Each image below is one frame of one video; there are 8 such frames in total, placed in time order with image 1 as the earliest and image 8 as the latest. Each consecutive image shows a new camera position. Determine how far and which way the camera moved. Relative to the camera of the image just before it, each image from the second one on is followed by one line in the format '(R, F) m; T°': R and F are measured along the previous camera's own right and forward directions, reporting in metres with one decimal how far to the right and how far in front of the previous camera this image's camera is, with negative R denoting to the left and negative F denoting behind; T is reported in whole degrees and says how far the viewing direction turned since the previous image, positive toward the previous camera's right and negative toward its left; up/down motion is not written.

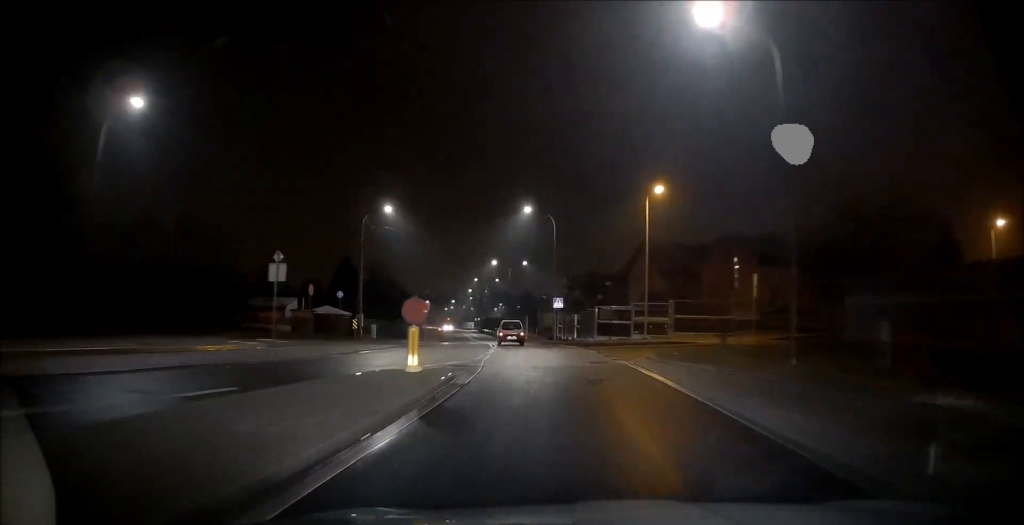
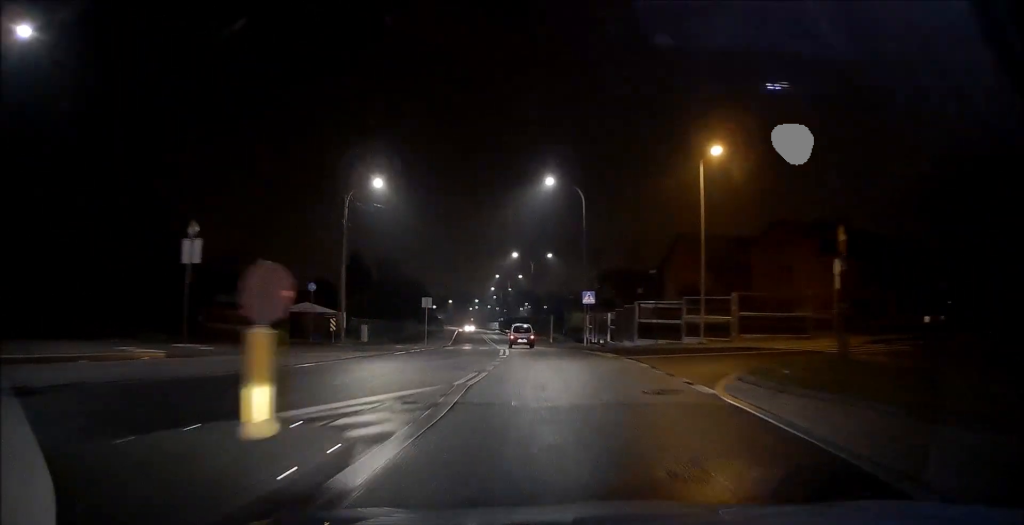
(+0.1, +8.4) m; -1°
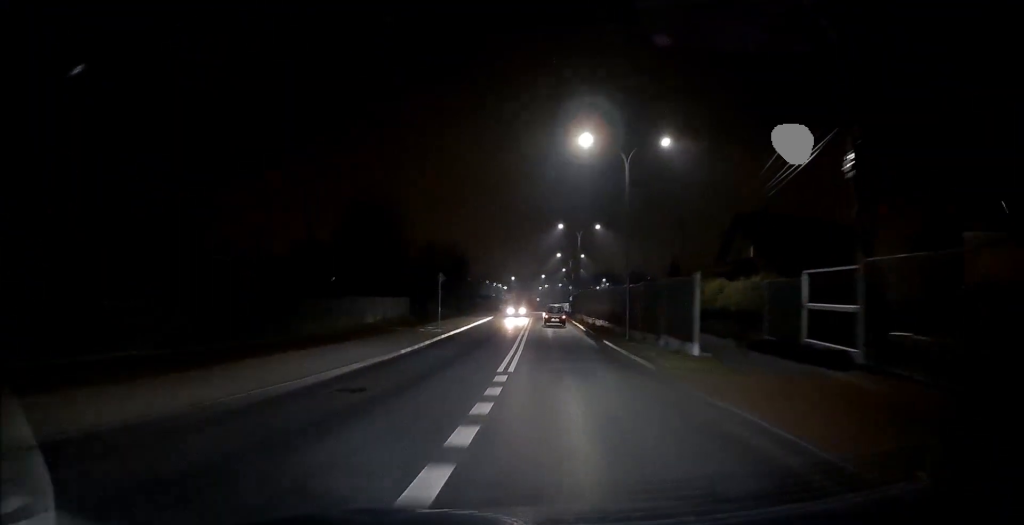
(-2.6, +36.2) m; -7°
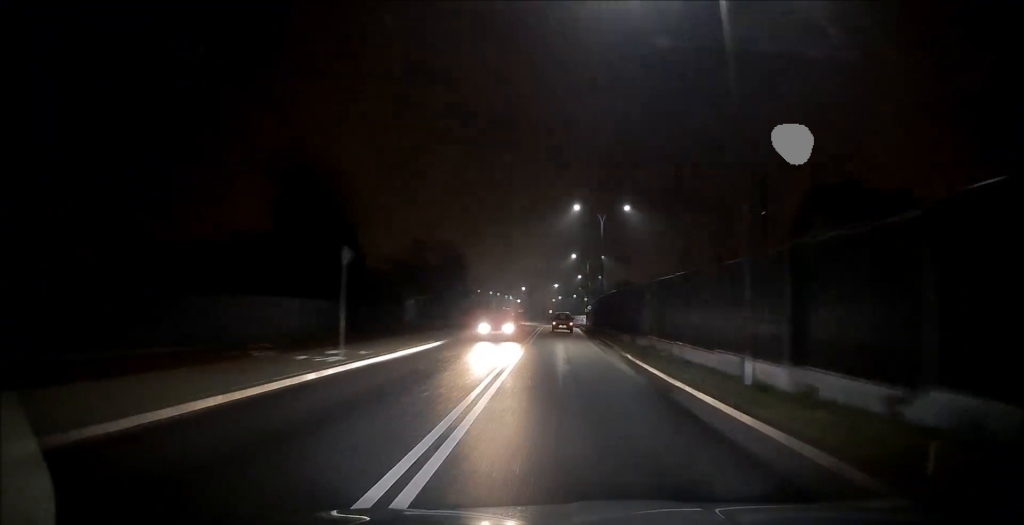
(-0.2, +15.5) m; -2°
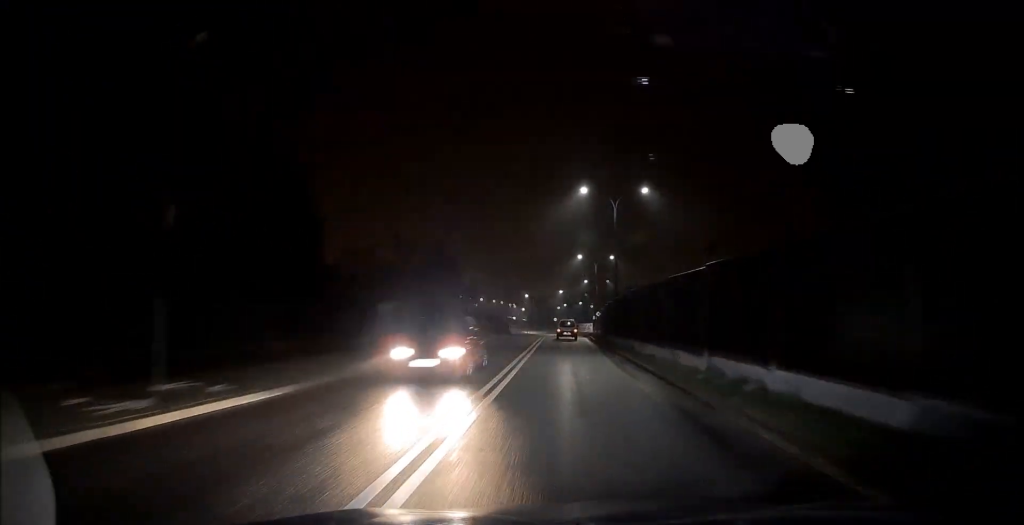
(-0.1, +8.0) m; -1°
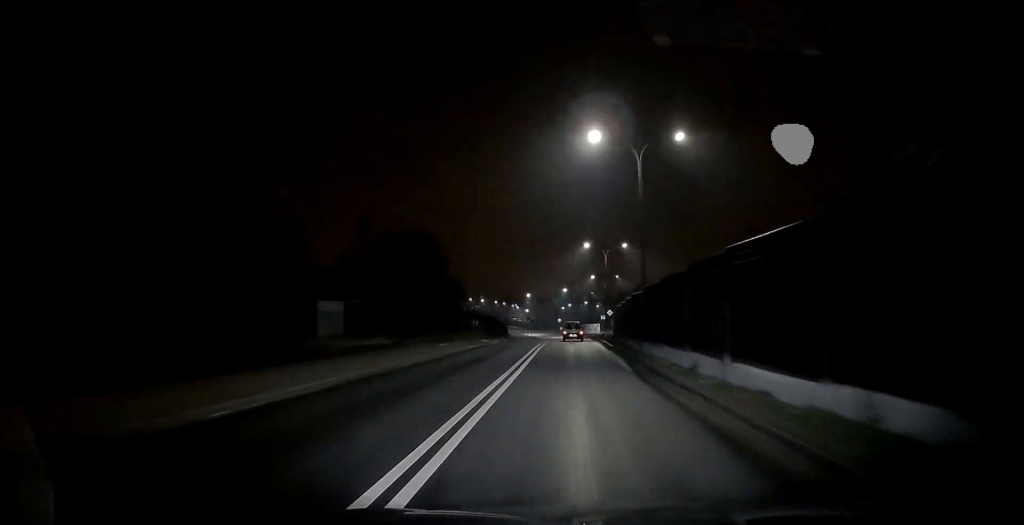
(-0.1, +10.5) m; -1°
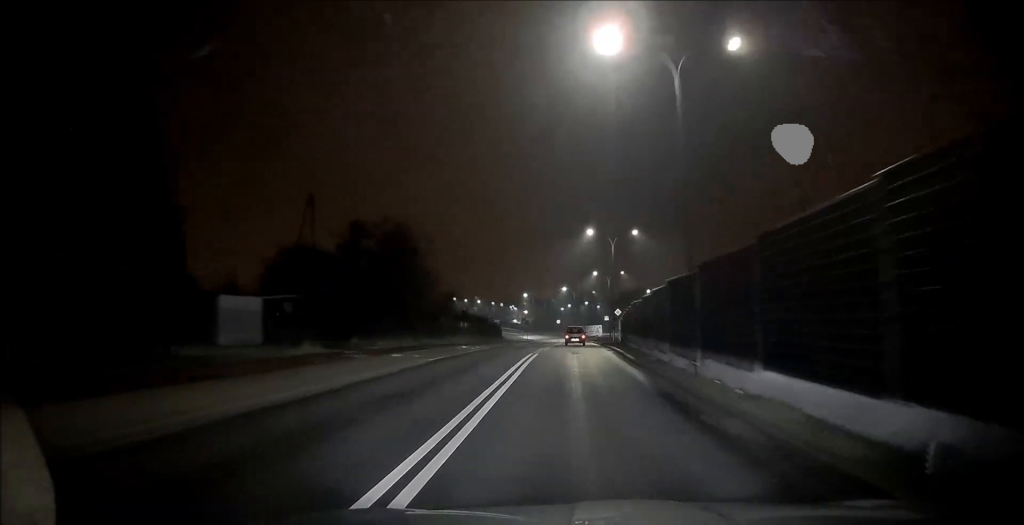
(-0.1, +9.3) m; 0°
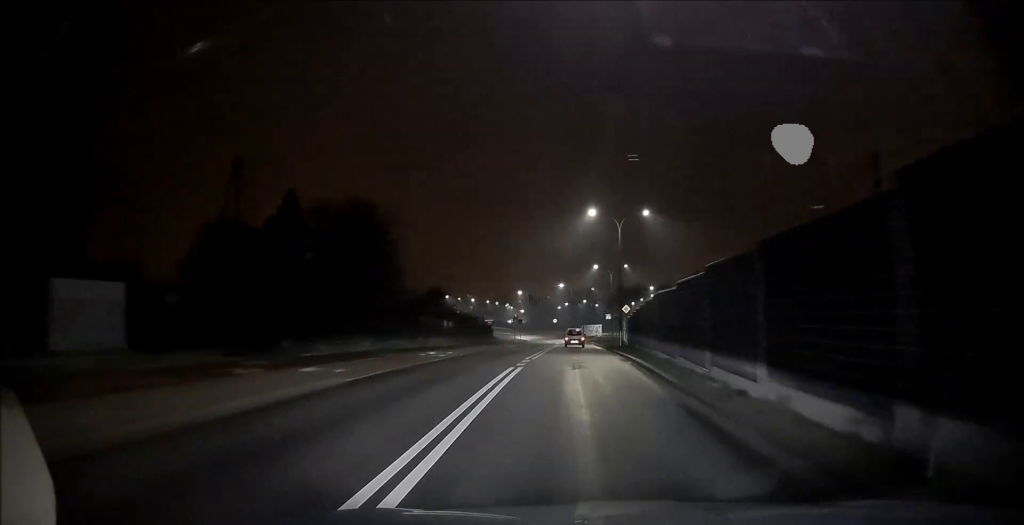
(0.0, +8.4) m; 0°
